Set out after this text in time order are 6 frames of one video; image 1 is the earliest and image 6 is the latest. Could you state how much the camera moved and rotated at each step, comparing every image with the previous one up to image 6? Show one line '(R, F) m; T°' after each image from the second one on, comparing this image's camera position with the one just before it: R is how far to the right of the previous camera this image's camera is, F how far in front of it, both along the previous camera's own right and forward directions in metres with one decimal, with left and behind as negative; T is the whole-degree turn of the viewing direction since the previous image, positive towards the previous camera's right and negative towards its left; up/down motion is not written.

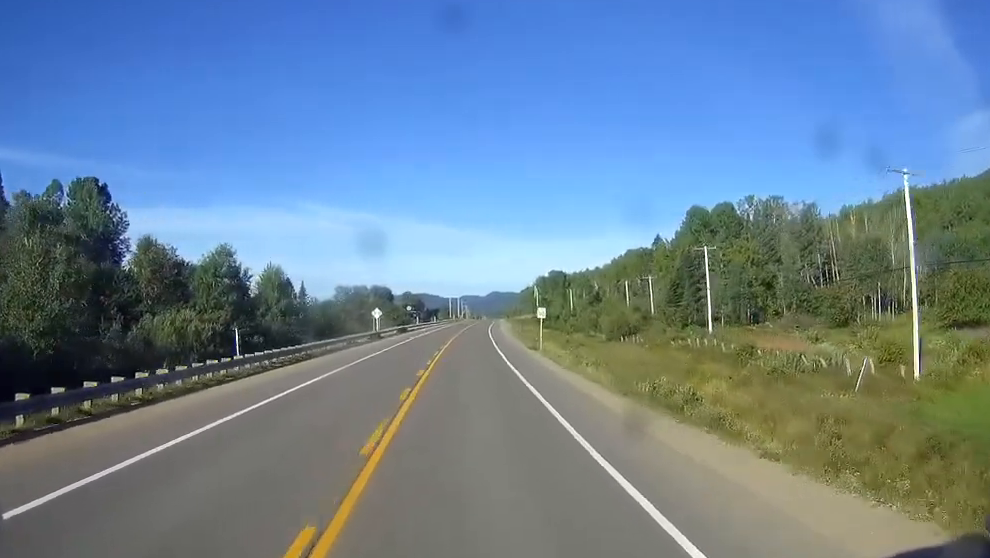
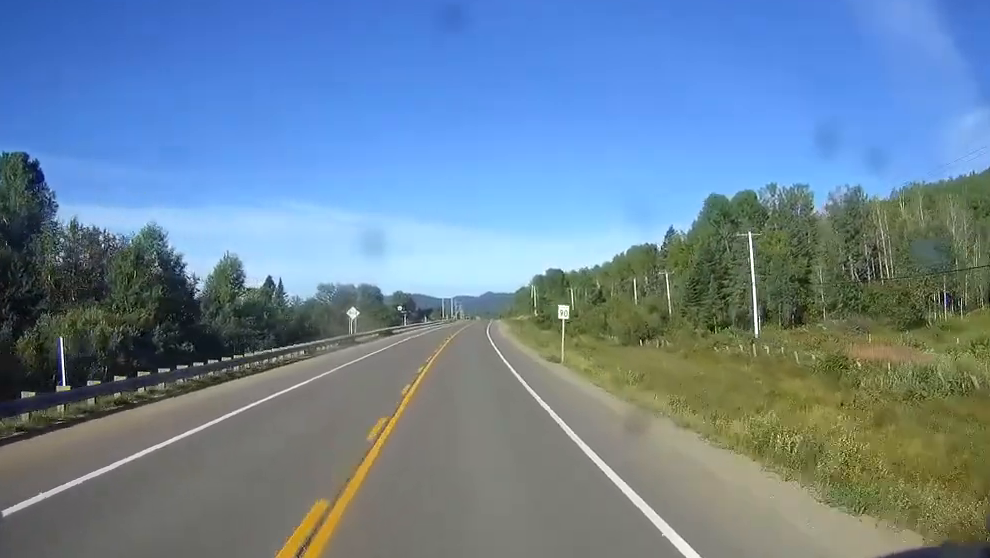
(0.0, +16.5) m; 0°
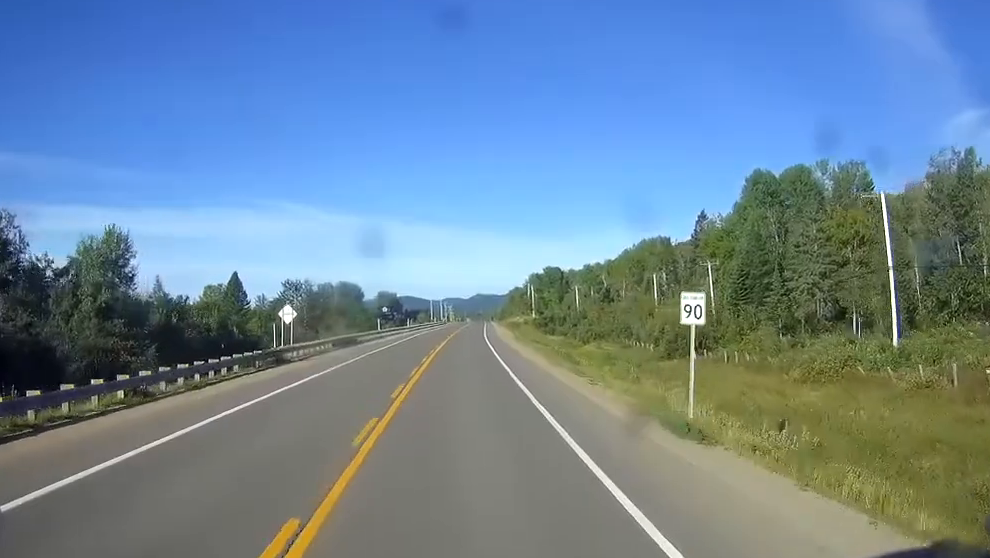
(0.0, +27.6) m; 0°
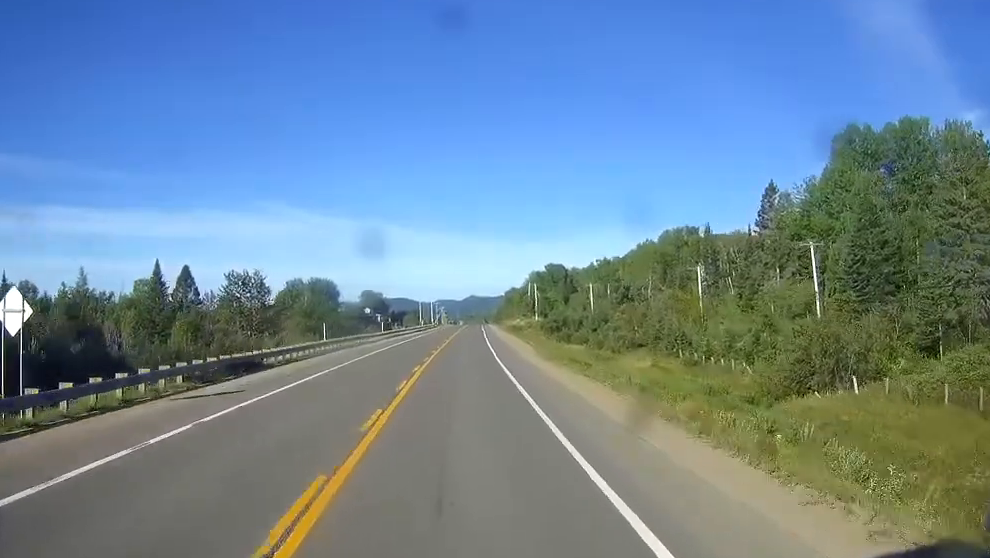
(+0.1, +34.2) m; 0°
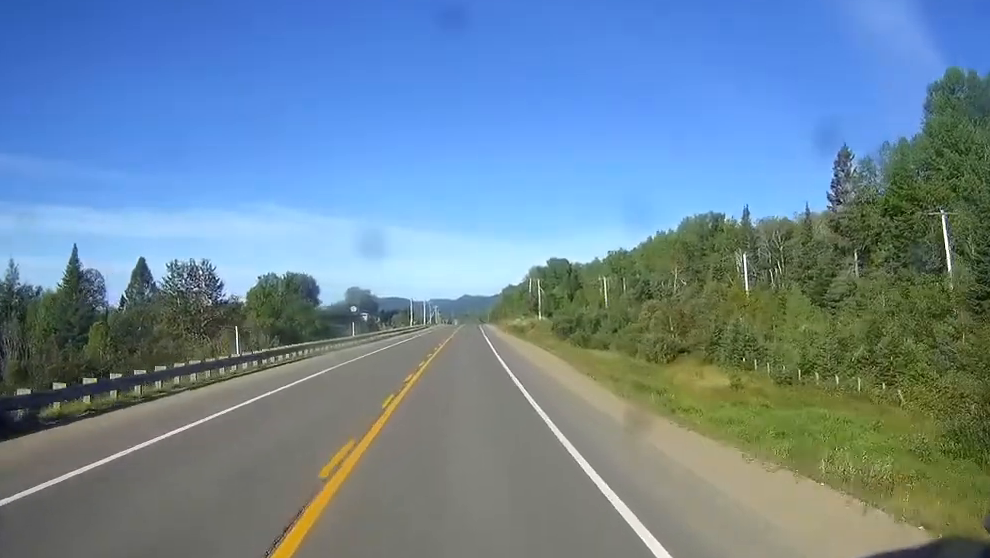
(0.0, +23.1) m; 0°
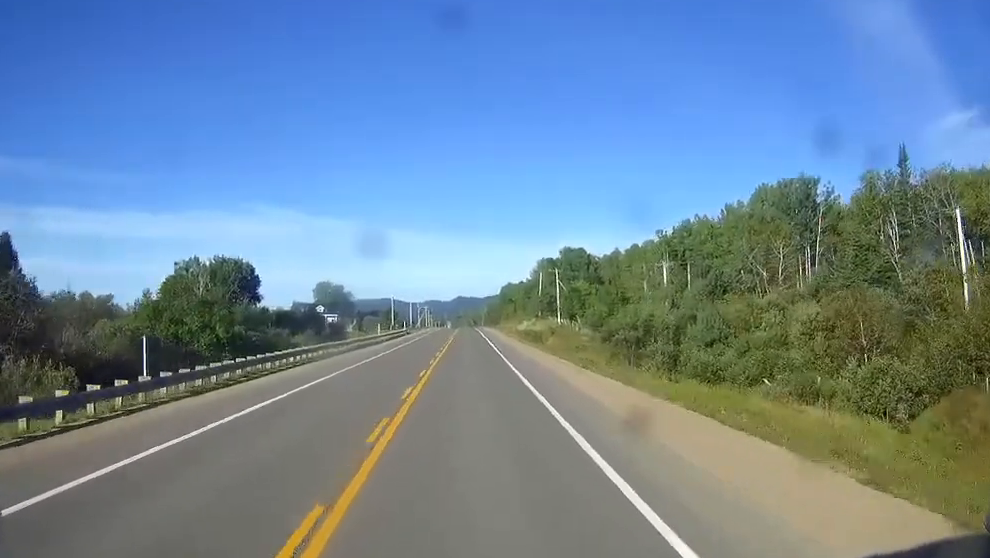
(+0.5, +49.9) m; +1°
